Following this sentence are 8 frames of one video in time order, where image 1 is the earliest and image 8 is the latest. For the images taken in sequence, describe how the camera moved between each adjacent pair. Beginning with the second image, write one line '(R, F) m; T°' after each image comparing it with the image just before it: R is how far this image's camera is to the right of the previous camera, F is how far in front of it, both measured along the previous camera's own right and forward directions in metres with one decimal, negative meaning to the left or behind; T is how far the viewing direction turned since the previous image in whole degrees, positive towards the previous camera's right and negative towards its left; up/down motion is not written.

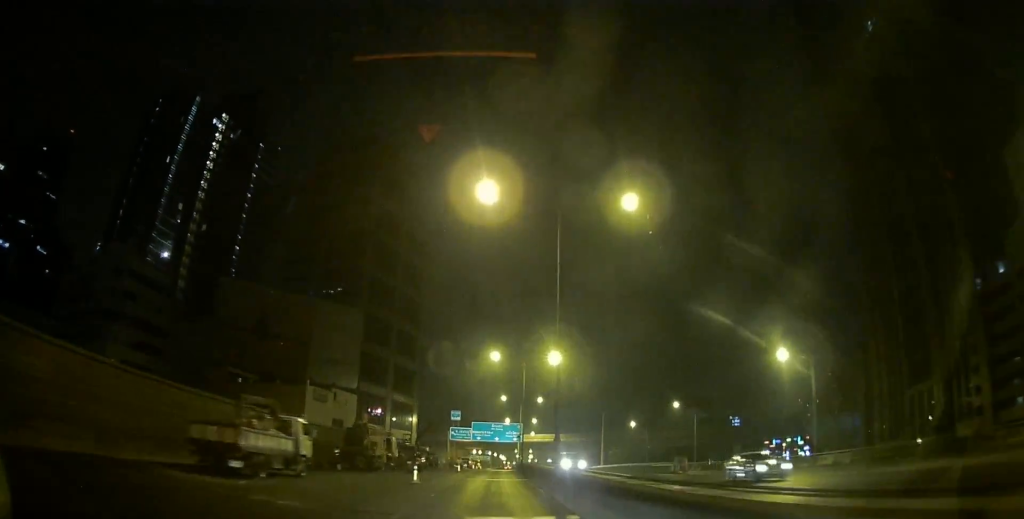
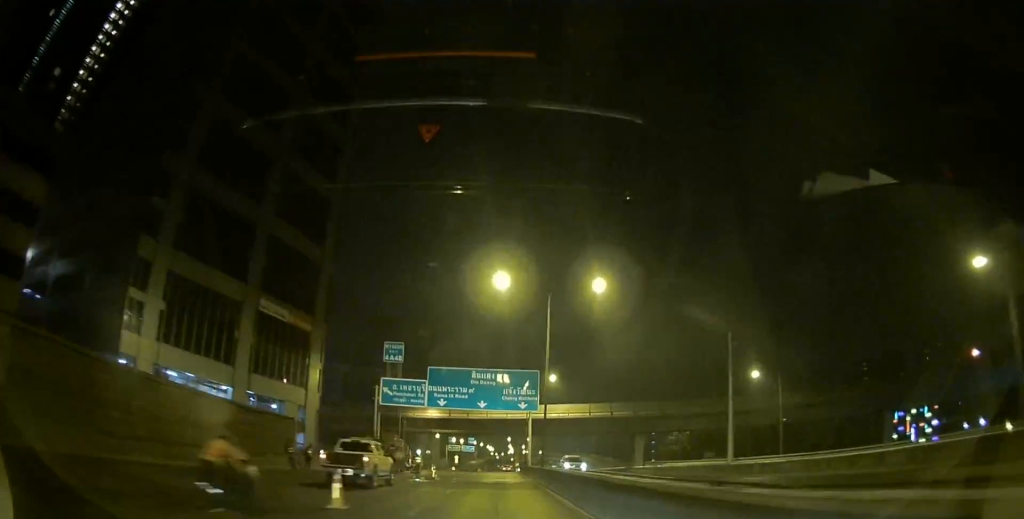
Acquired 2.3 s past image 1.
(+0.6, +62.7) m; +1°
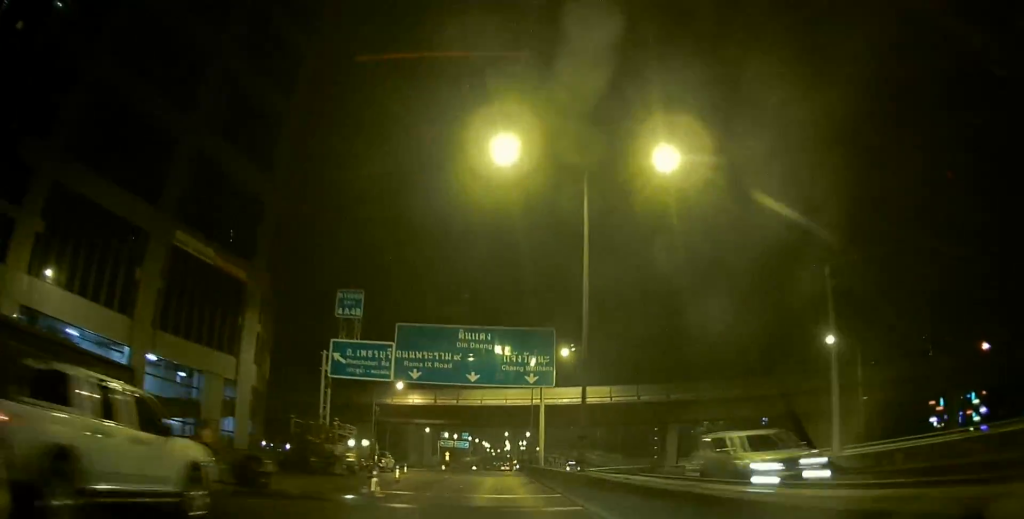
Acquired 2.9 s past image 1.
(0.0, +16.0) m; 0°
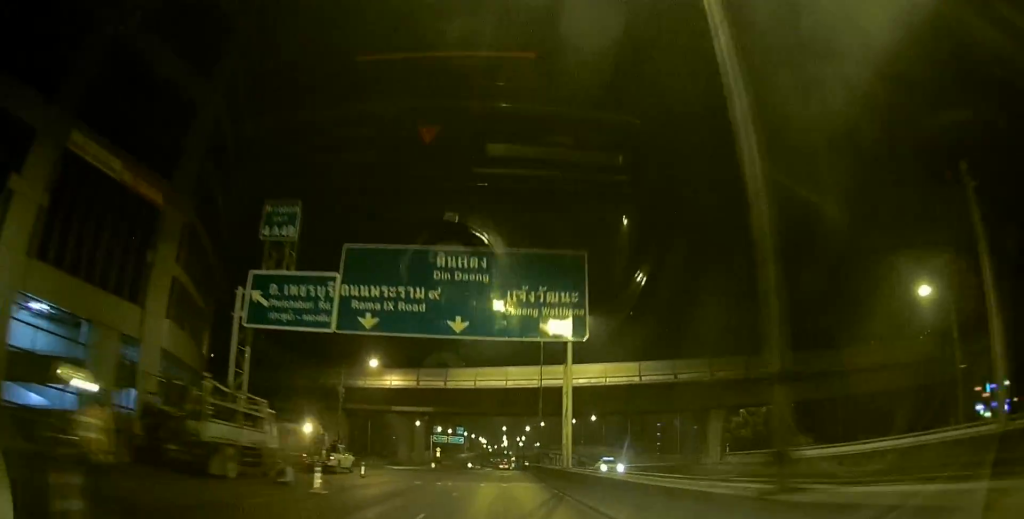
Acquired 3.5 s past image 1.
(+0.1, +13.7) m; 0°
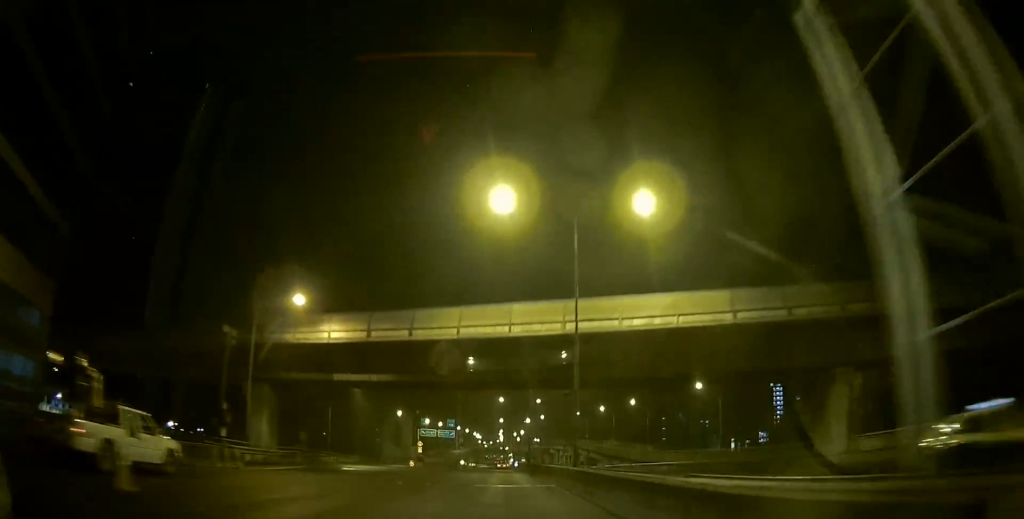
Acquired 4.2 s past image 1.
(-0.1, +19.6) m; 0°
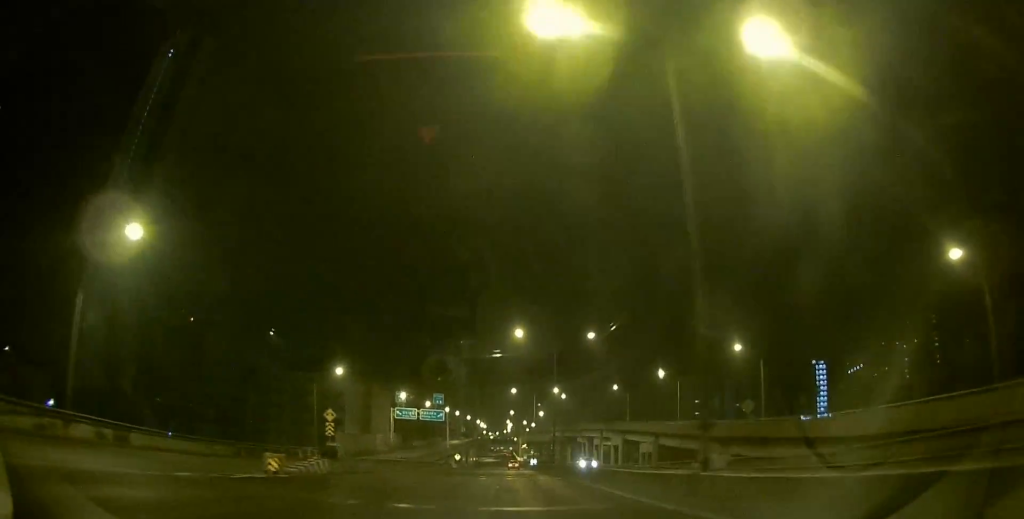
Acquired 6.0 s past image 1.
(-0.1, +48.1) m; 0°
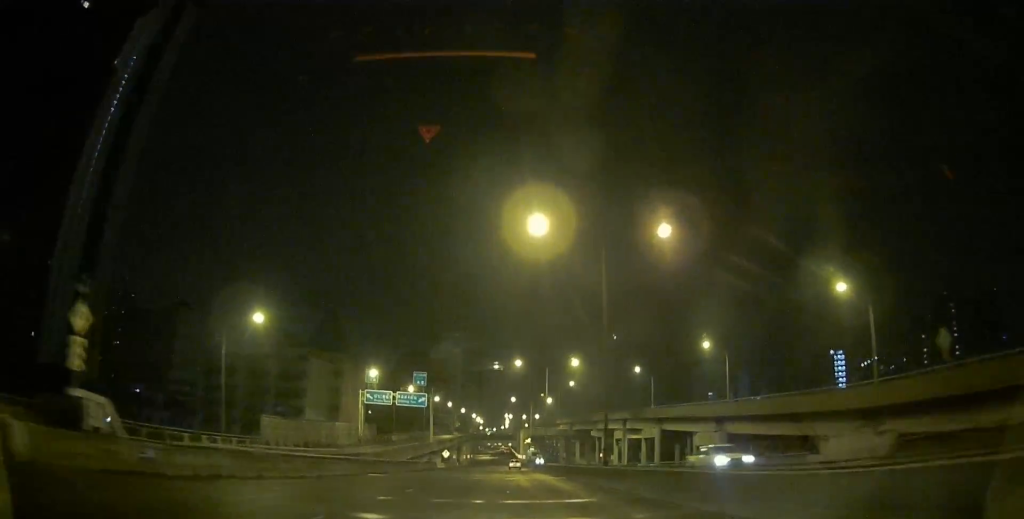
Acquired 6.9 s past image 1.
(+0.1, +23.4) m; 0°
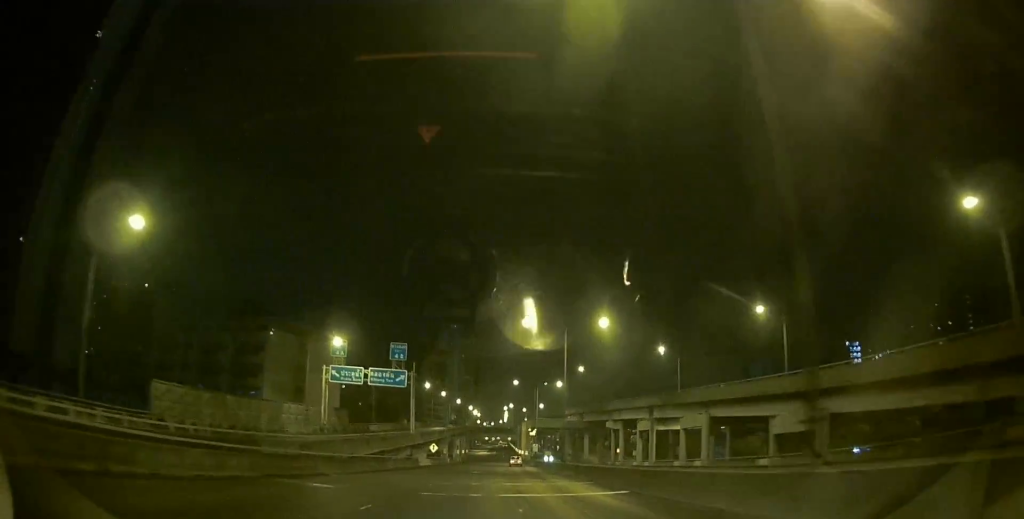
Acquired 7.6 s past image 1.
(+0.1, +17.3) m; 0°
